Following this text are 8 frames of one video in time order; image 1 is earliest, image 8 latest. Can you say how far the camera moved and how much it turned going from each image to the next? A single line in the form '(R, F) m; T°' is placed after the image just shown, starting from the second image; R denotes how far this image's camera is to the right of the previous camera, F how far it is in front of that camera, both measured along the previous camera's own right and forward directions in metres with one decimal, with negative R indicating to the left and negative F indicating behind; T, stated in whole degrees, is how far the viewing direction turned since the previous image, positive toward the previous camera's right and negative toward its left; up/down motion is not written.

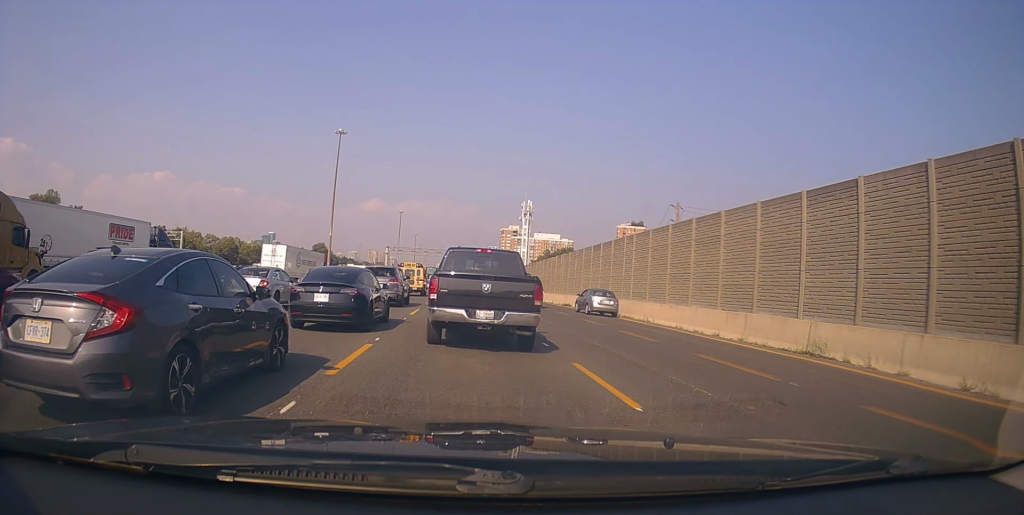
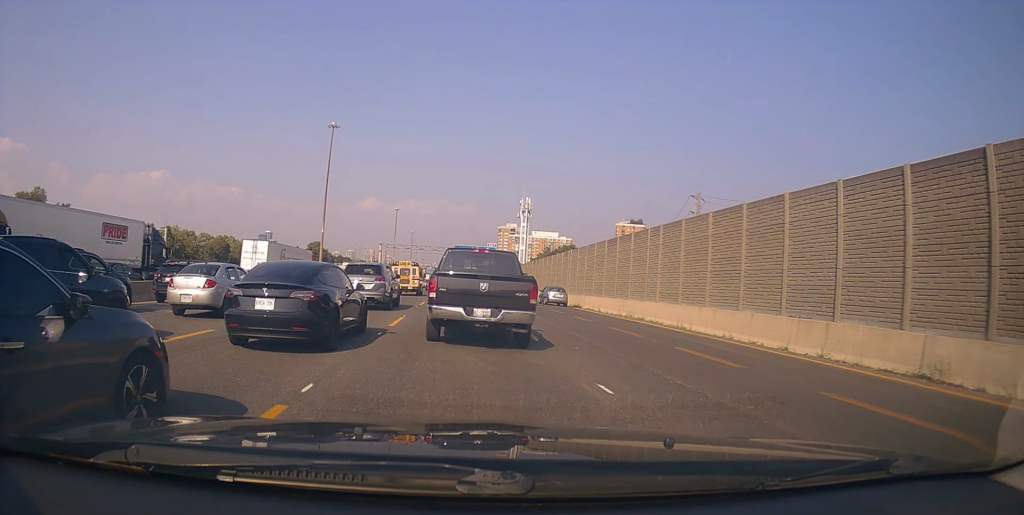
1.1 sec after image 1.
(+0.4, +4.8) m; +4°
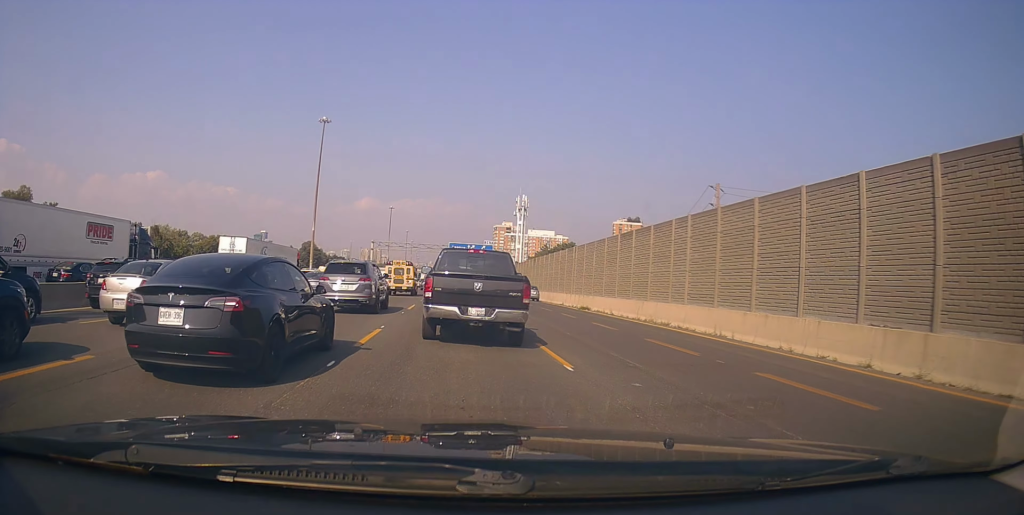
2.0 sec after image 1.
(-0.1, +4.2) m; +1°
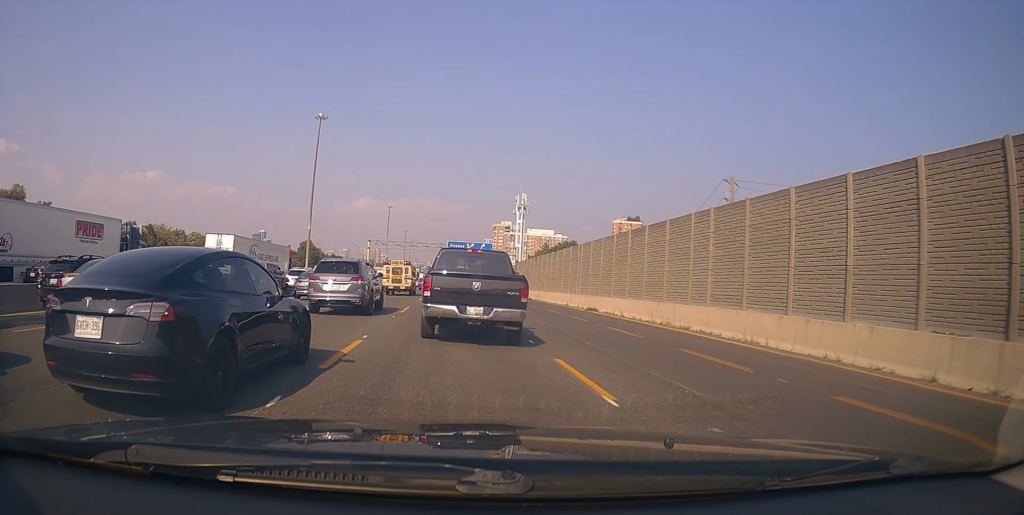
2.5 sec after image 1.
(0.0, +2.4) m; +1°
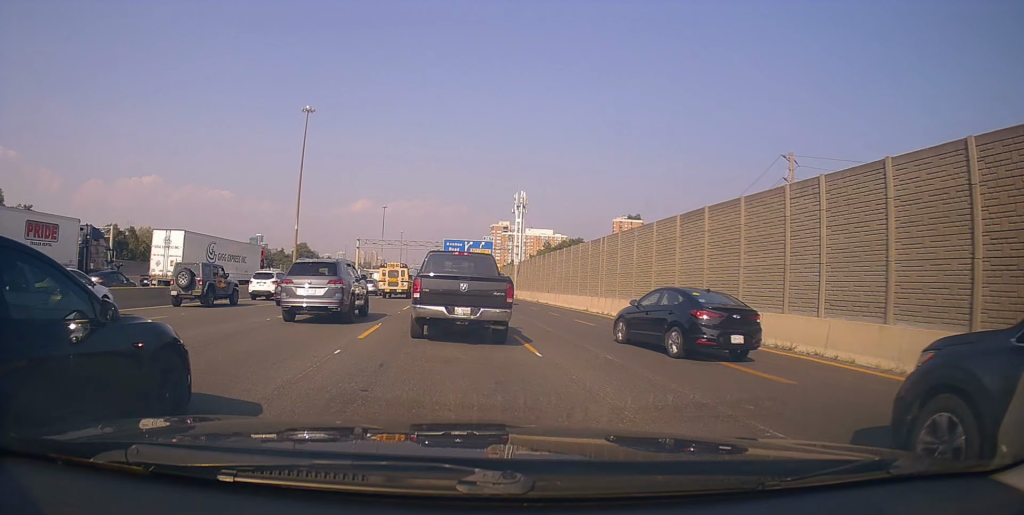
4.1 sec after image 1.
(+0.3, +7.8) m; 0°
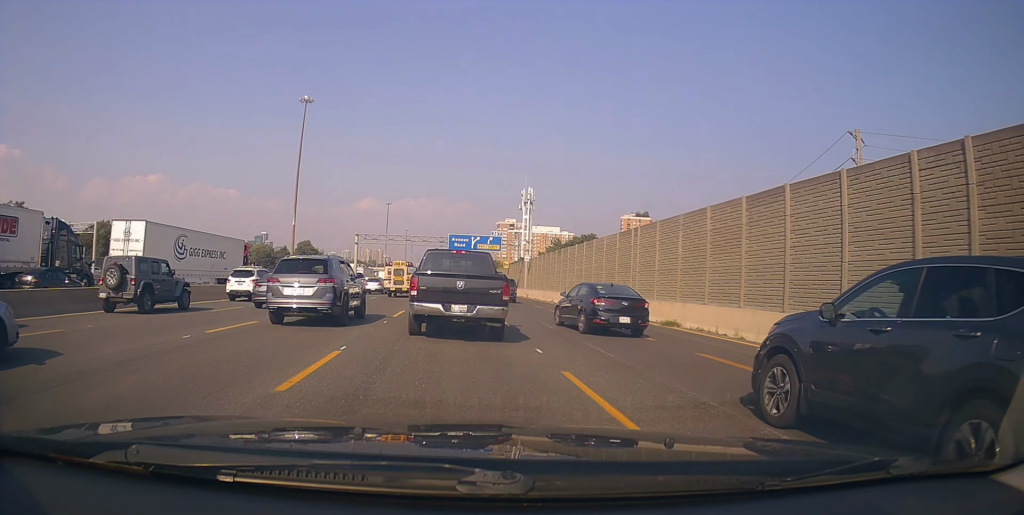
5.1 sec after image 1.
(-0.2, +5.3) m; -5°
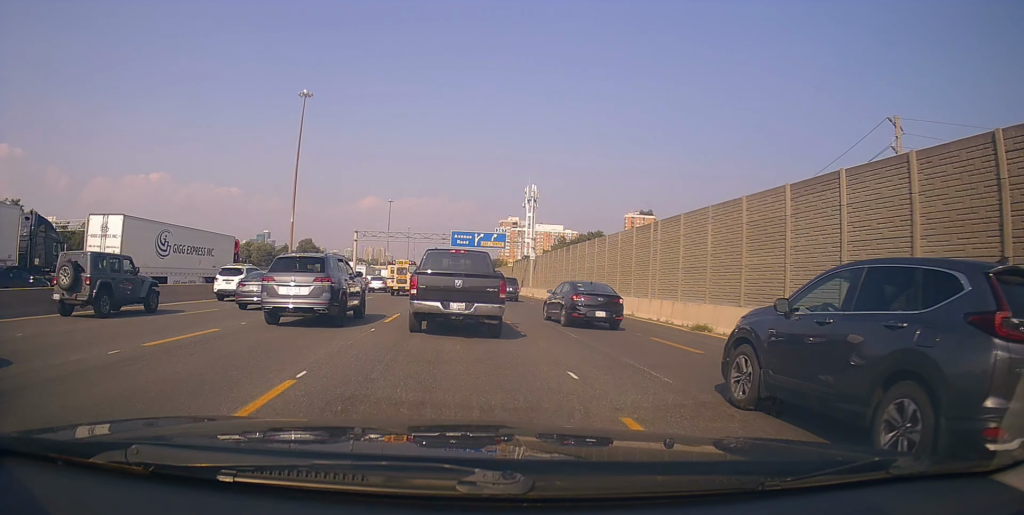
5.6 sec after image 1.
(-0.1, +2.7) m; +2°
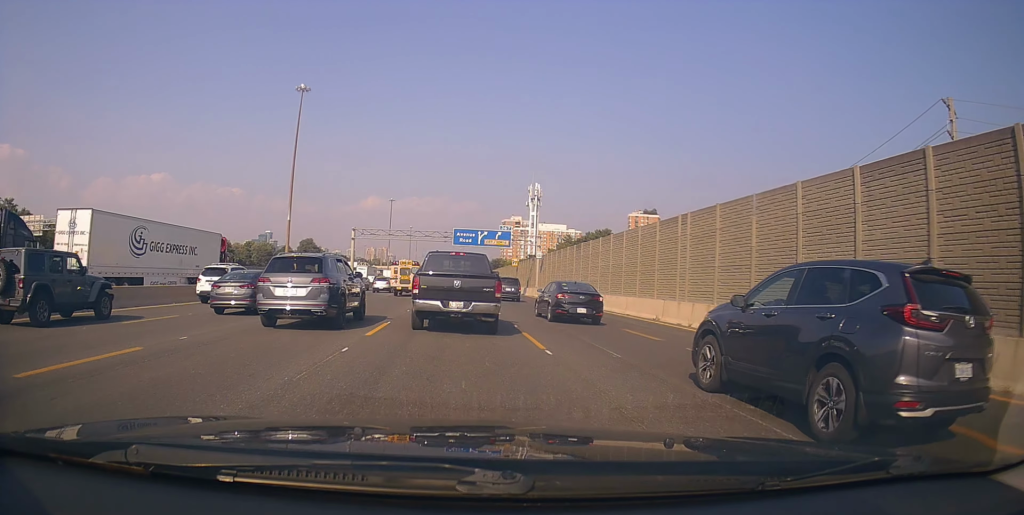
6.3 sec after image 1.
(-0.2, +3.5) m; +3°
